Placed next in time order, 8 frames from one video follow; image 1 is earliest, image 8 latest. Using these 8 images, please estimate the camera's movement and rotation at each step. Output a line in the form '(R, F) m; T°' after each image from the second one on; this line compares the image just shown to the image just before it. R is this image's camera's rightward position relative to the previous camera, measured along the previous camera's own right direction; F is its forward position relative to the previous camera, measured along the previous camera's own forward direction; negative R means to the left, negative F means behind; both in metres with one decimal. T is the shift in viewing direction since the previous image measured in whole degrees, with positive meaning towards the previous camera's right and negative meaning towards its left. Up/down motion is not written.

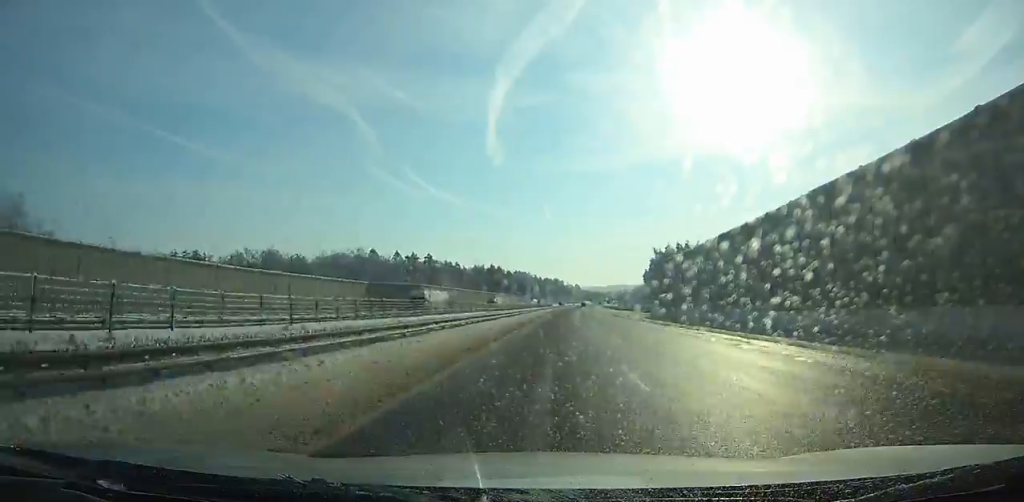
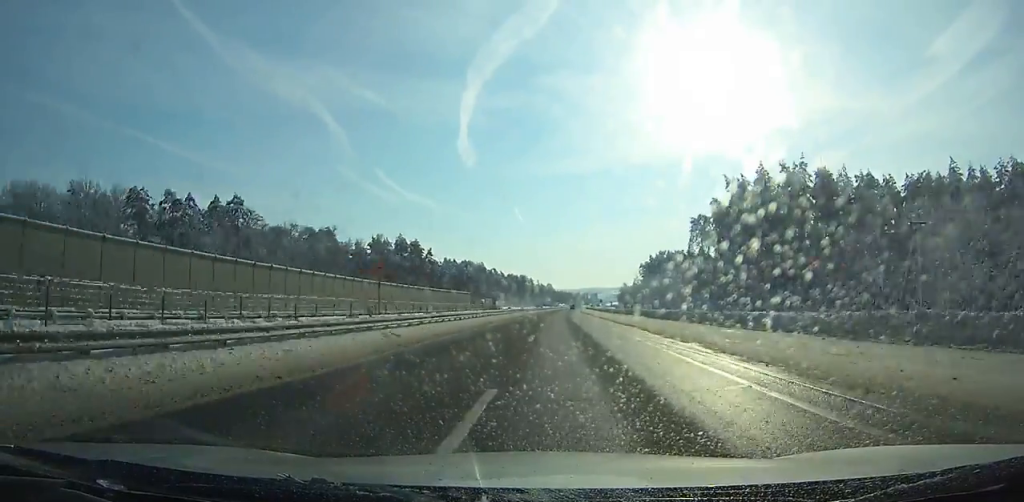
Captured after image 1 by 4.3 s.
(+2.8, +132.4) m; +2°
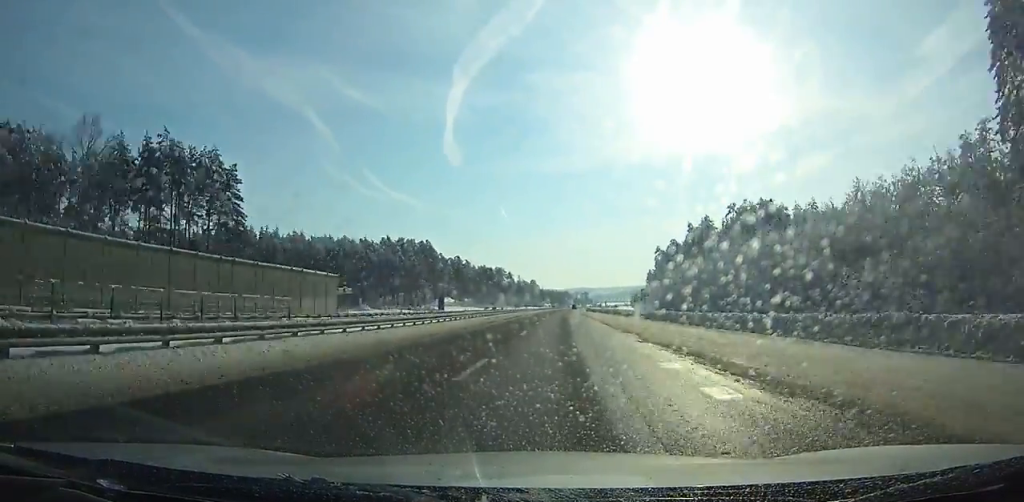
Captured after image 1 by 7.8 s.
(+1.1, +107.1) m; +1°
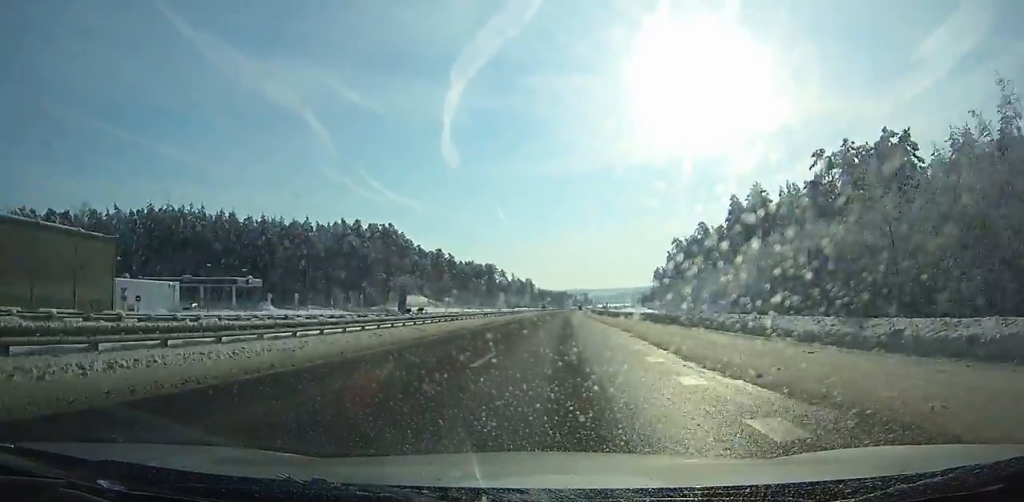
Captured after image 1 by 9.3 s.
(+0.3, +45.7) m; +1°
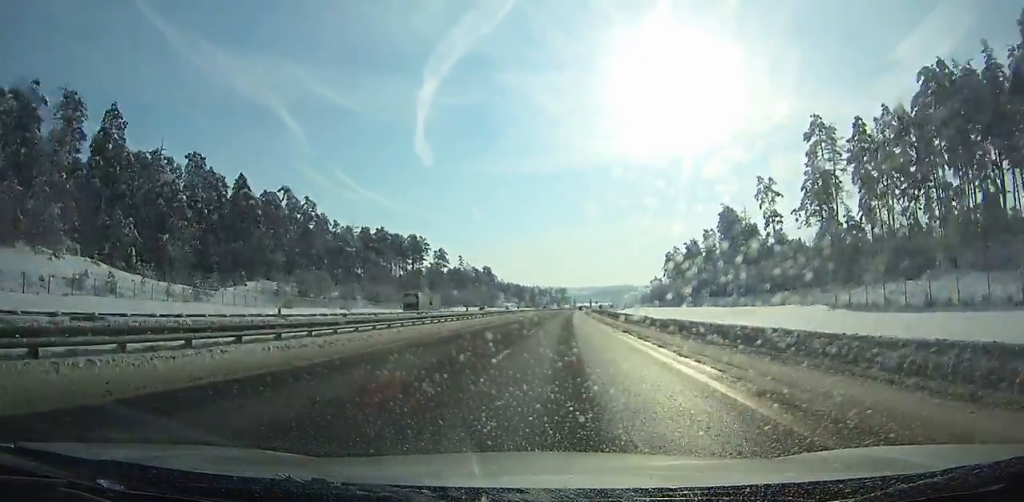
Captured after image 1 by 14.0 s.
(+2.4, +143.1) m; +2°
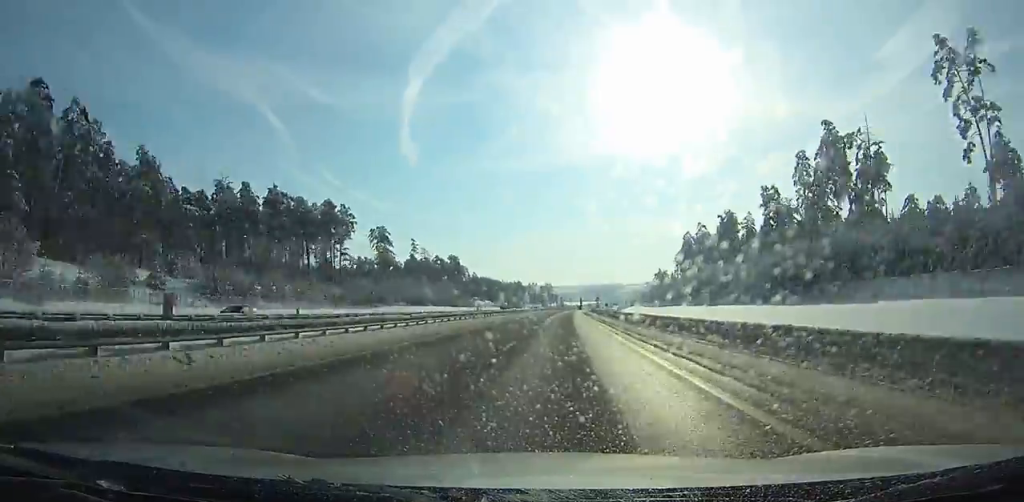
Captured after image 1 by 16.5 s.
(+0.8, +76.2) m; +1°
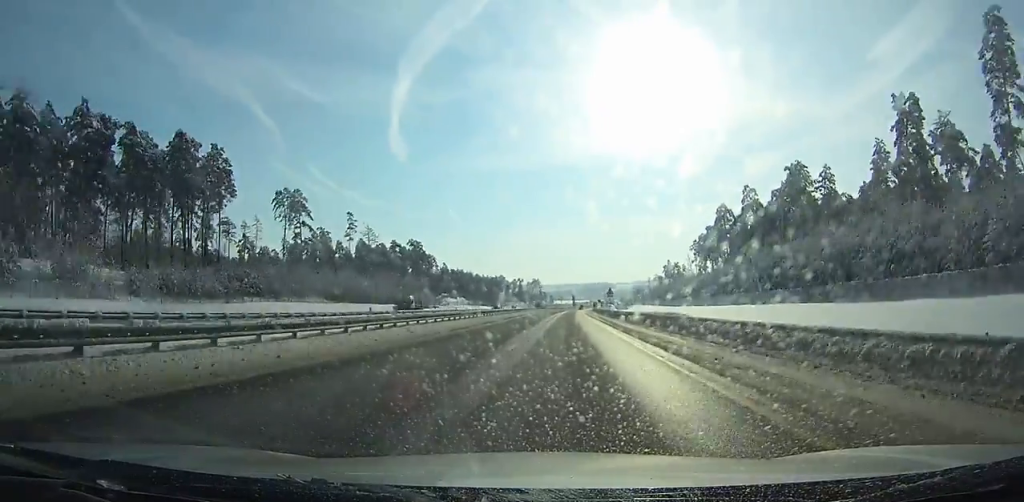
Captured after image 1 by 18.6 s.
(+0.8, +64.0) m; +1°
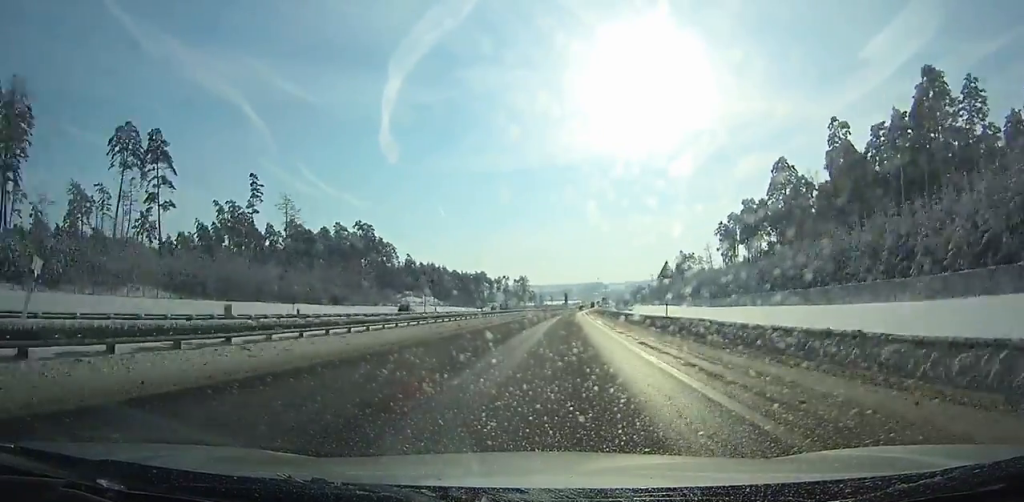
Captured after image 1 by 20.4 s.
(+0.4, +54.8) m; +1°
